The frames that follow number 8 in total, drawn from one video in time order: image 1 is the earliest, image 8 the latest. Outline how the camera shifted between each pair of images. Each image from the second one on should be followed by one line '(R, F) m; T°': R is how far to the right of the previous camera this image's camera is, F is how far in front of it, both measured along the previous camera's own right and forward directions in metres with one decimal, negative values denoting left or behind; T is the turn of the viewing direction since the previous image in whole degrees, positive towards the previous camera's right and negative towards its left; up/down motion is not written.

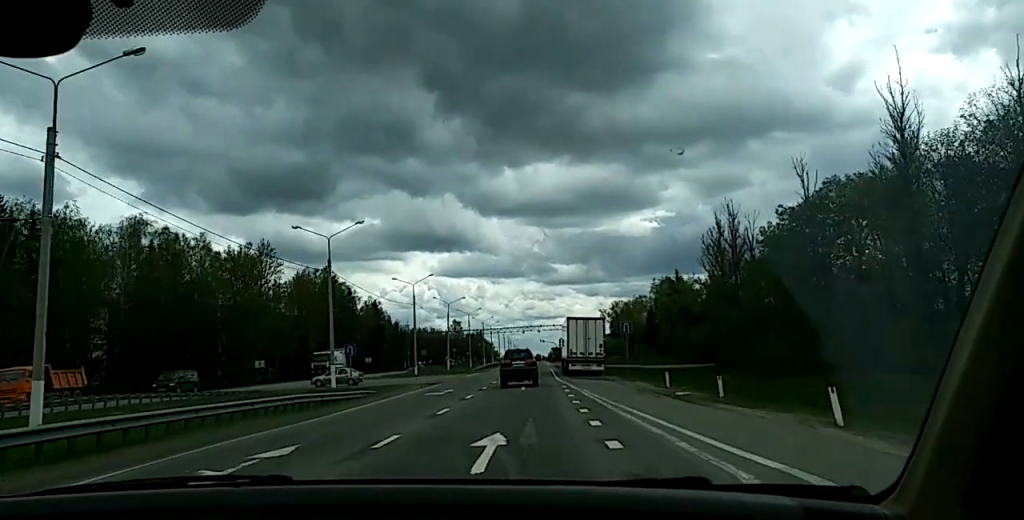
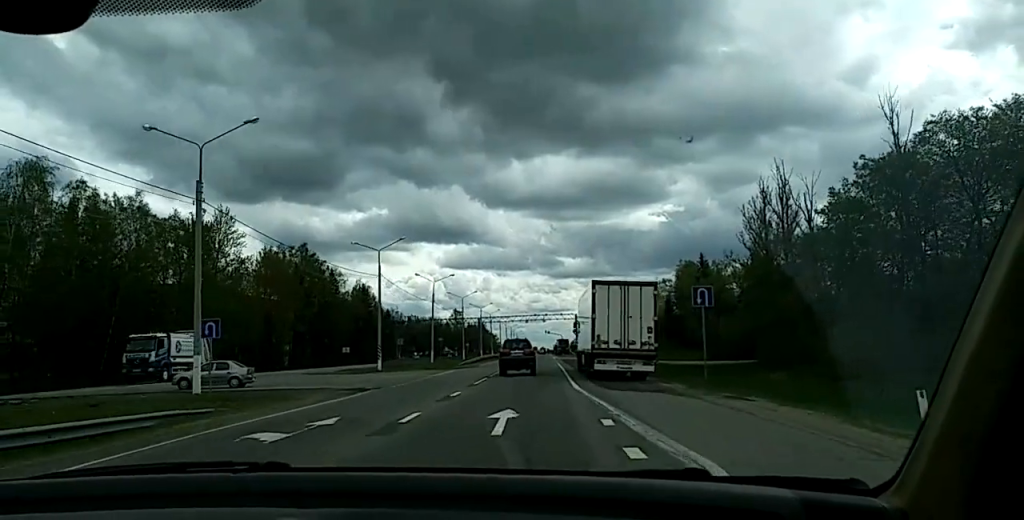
(-0.3, +21.6) m; -1°
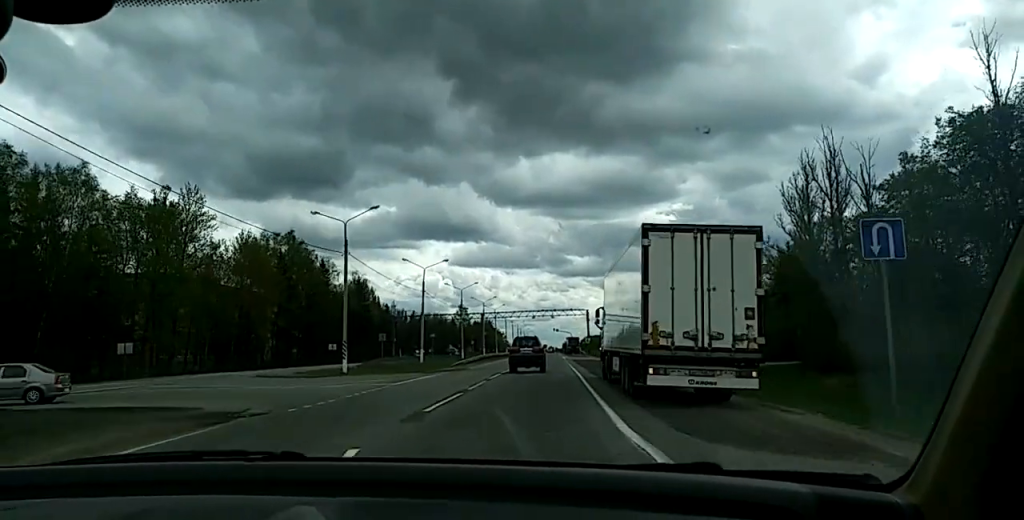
(0.0, +14.4) m; 0°
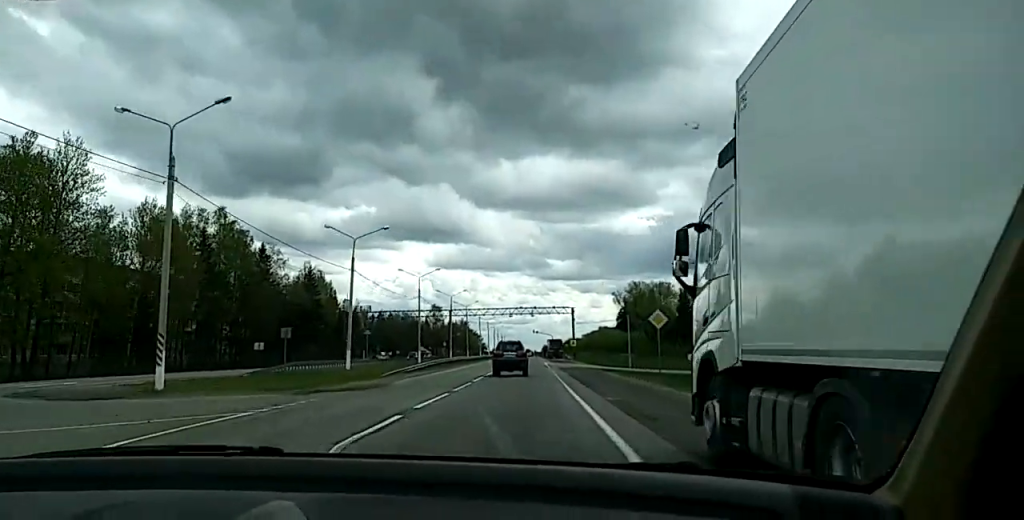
(+0.1, +22.5) m; +1°
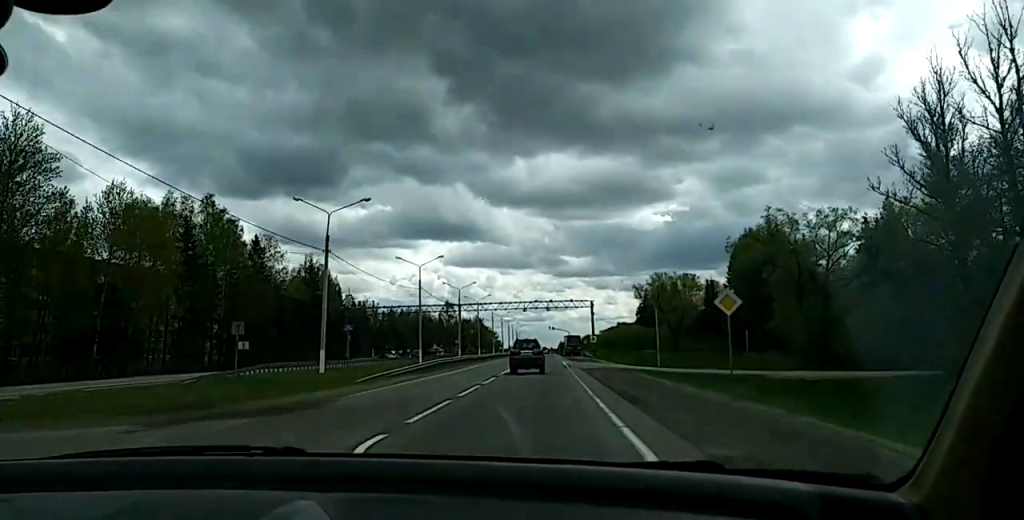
(+0.1, +11.8) m; 0°
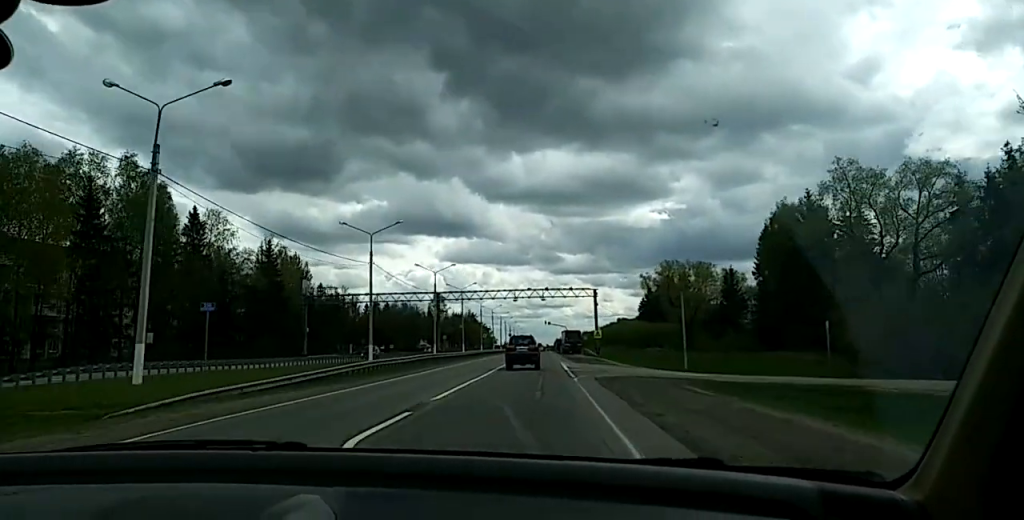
(-0.1, +20.8) m; 0°
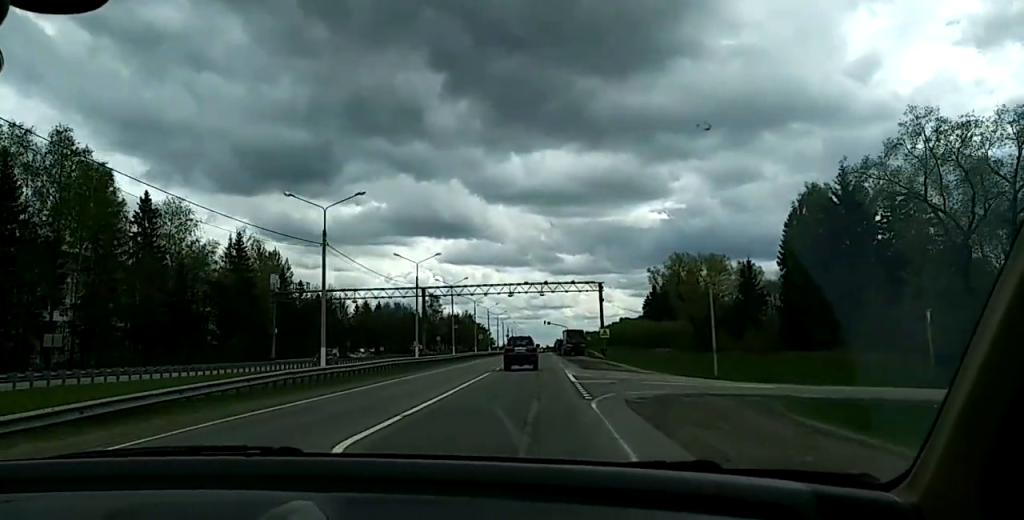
(0.0, +12.7) m; 0°
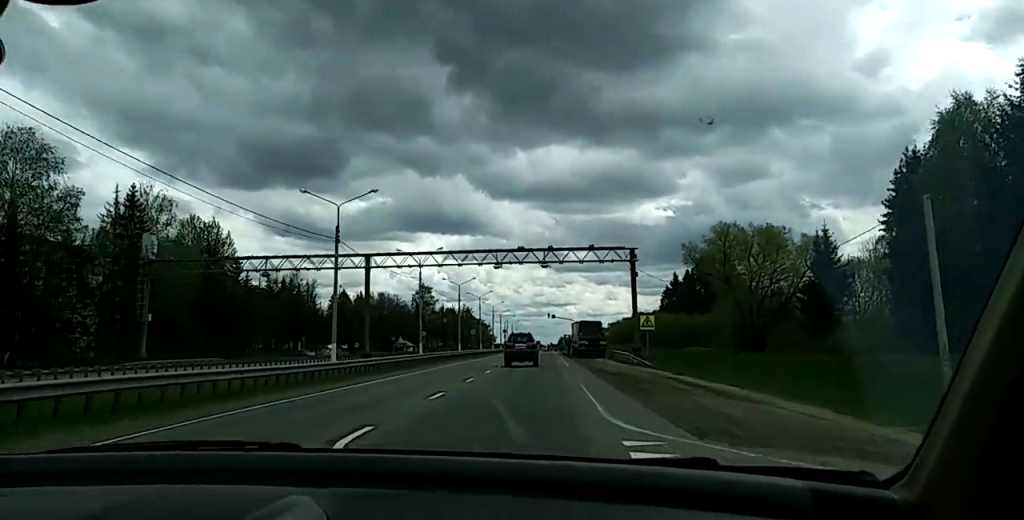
(+0.1, +32.8) m; -1°
